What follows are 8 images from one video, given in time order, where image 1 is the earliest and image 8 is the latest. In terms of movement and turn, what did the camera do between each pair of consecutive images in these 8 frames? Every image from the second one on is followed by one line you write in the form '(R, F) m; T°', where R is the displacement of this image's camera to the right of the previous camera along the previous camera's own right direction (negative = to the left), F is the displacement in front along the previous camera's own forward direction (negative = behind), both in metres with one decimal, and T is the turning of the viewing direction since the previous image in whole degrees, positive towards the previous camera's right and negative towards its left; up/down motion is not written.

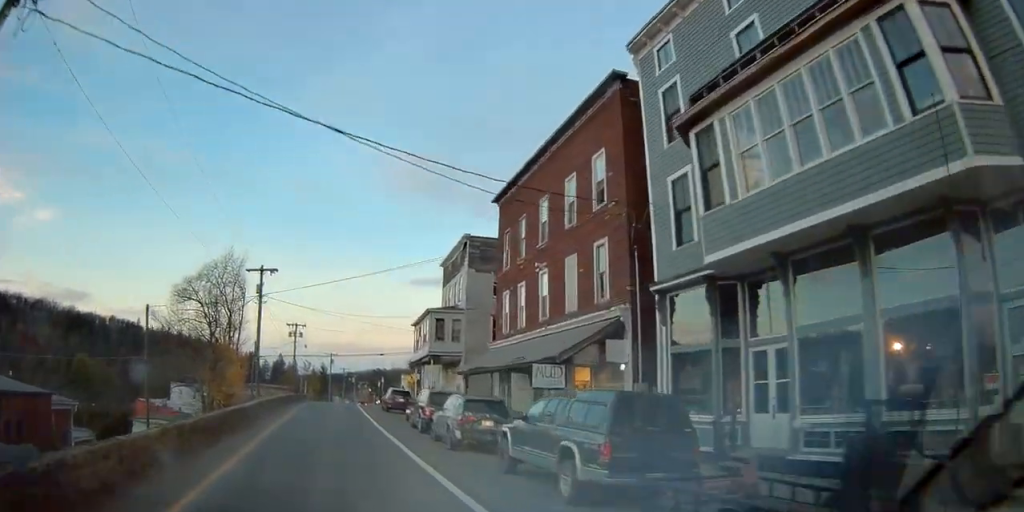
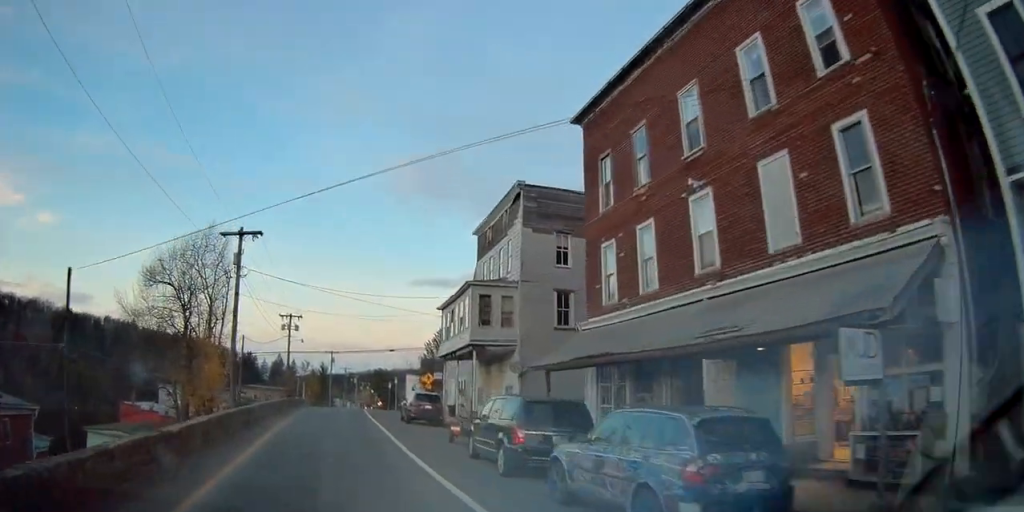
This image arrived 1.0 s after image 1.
(+0.4, +10.4) m; +1°
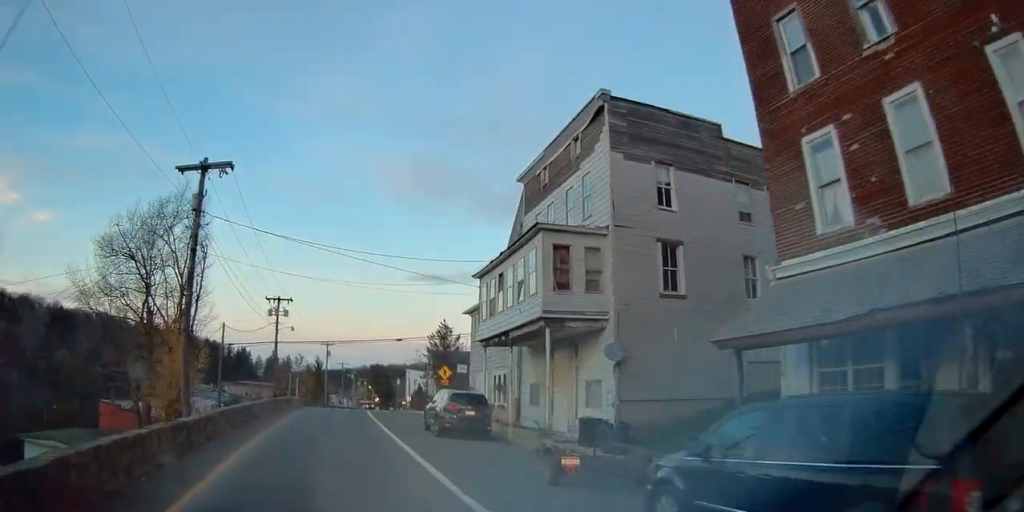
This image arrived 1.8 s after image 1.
(-0.2, +9.1) m; -1°
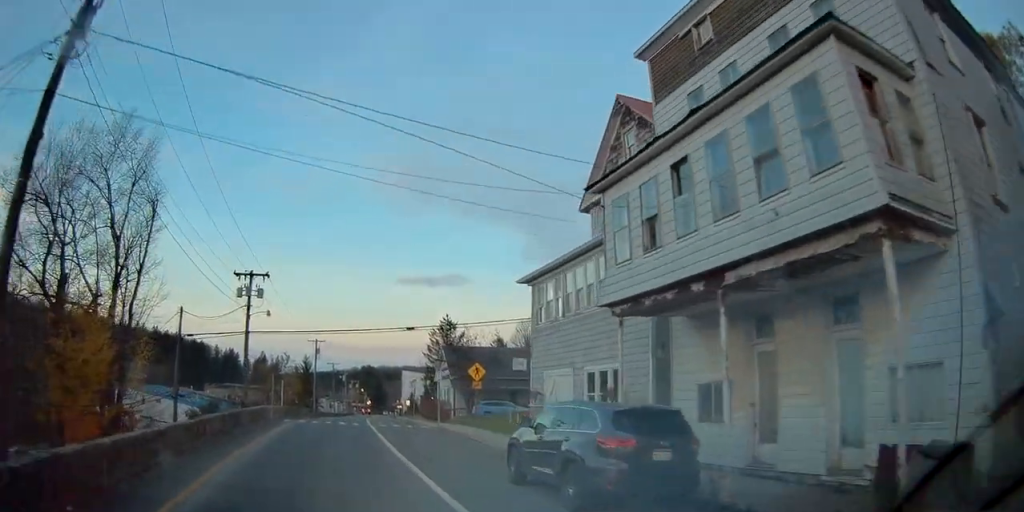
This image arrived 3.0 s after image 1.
(-0.1, +12.0) m; +1°
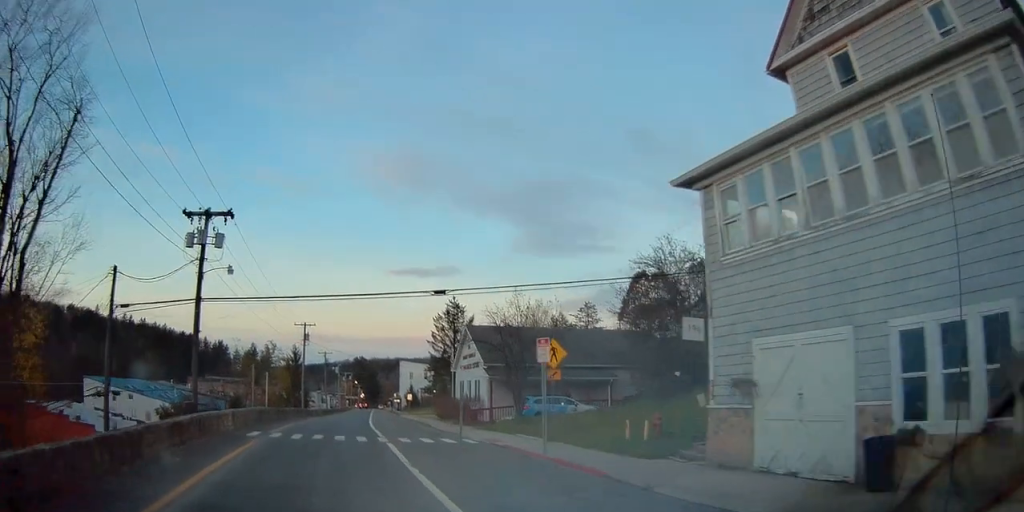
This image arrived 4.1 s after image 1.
(+0.3, +12.0) m; +2°
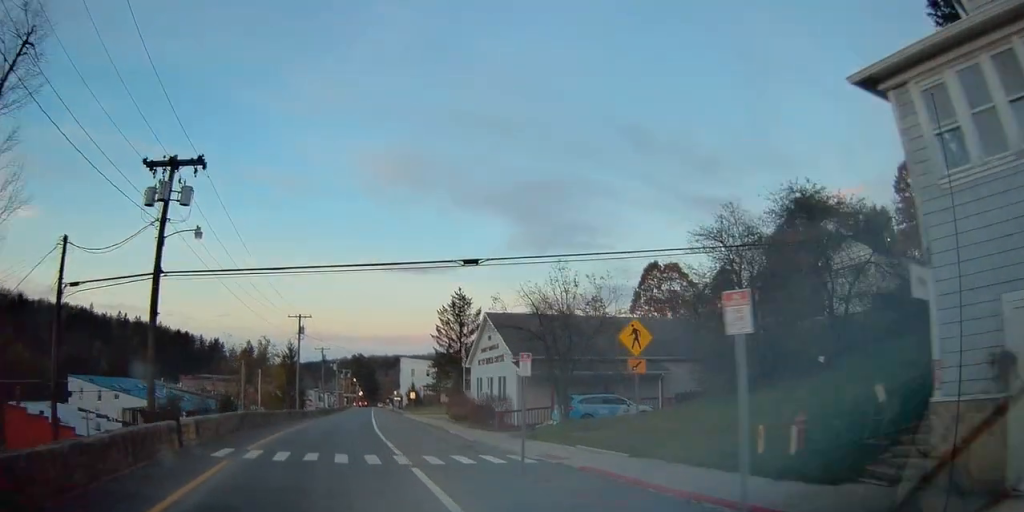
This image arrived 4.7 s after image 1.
(+0.1, +5.9) m; +1°
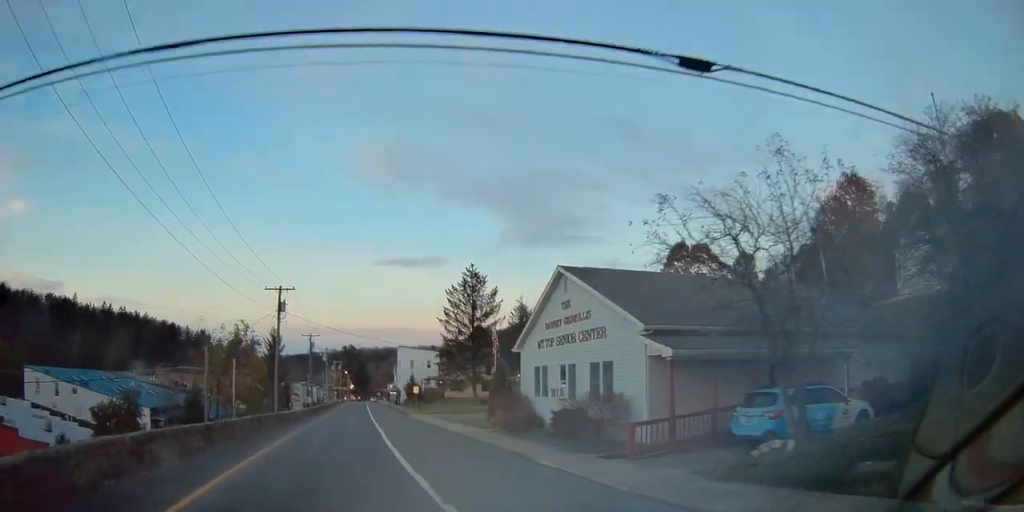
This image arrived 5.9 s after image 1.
(+0.1, +13.1) m; 0°
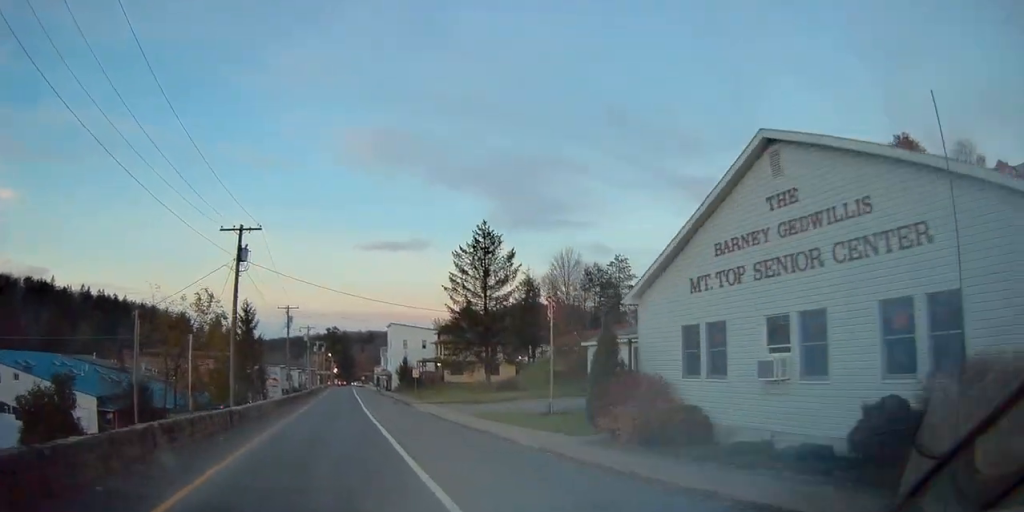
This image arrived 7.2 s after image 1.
(+0.1, +13.1) m; +2°
